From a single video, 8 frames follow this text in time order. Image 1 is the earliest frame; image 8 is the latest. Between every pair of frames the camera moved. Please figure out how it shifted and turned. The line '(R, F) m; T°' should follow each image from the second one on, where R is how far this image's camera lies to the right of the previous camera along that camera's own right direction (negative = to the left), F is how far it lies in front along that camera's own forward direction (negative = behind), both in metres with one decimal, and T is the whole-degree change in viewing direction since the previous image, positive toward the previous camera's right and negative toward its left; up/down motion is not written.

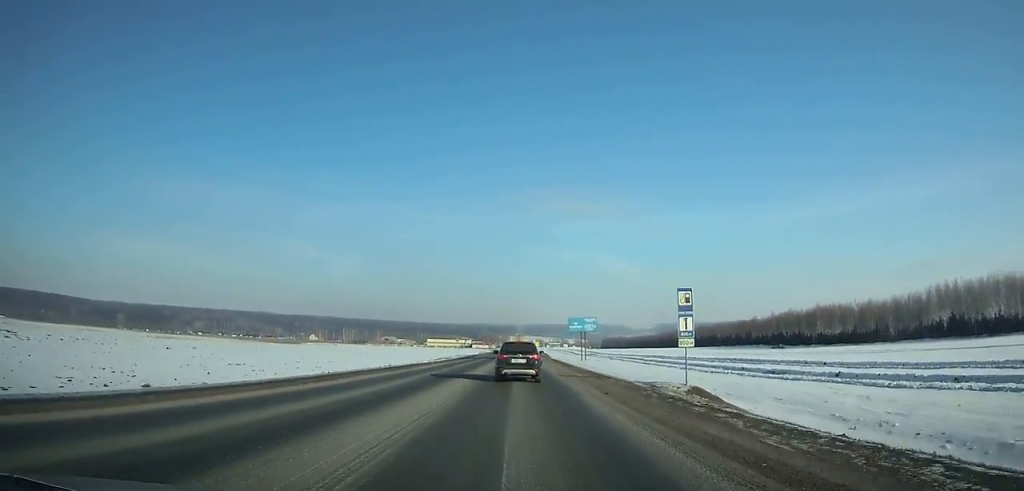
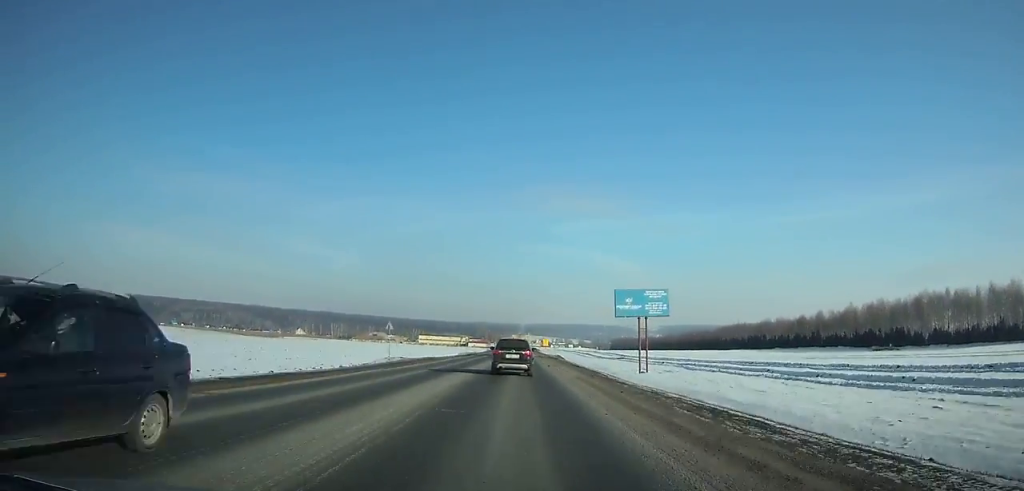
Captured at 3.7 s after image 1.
(-0.2, +62.0) m; 0°
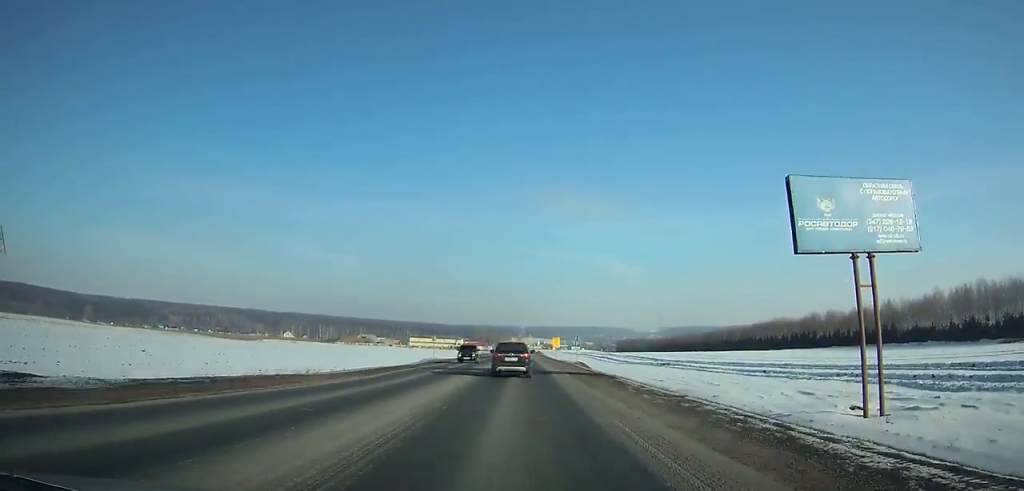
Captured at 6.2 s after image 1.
(0.0, +43.8) m; 0°
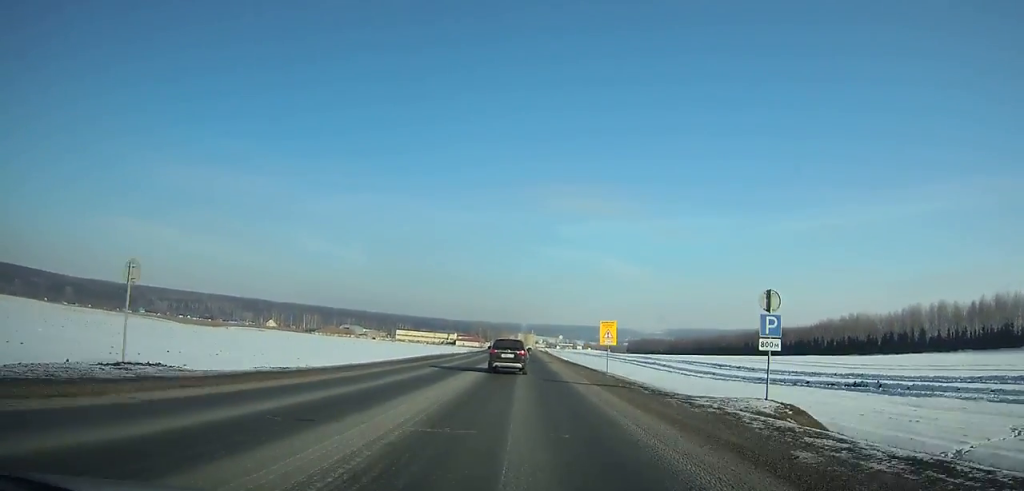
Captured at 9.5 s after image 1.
(0.0, +59.3) m; 0°
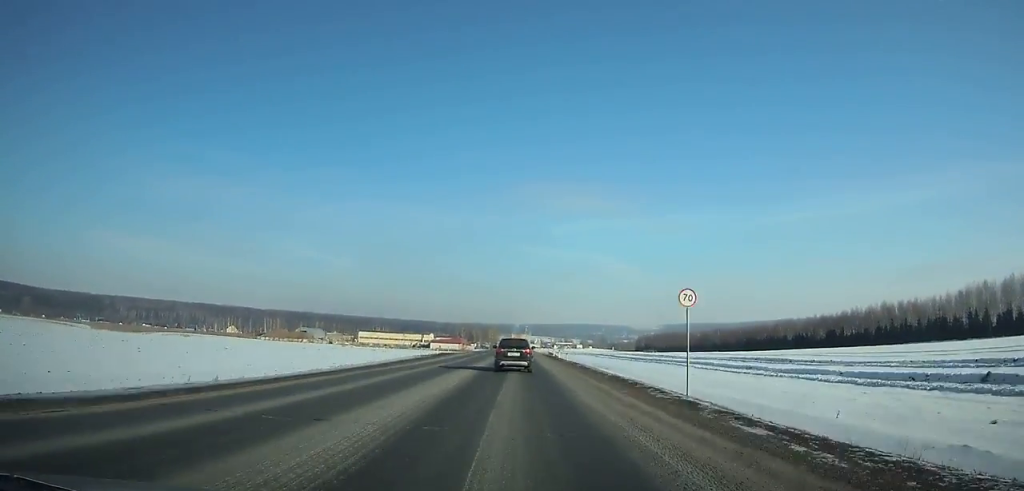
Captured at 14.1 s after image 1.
(+0.2, +83.0) m; 0°
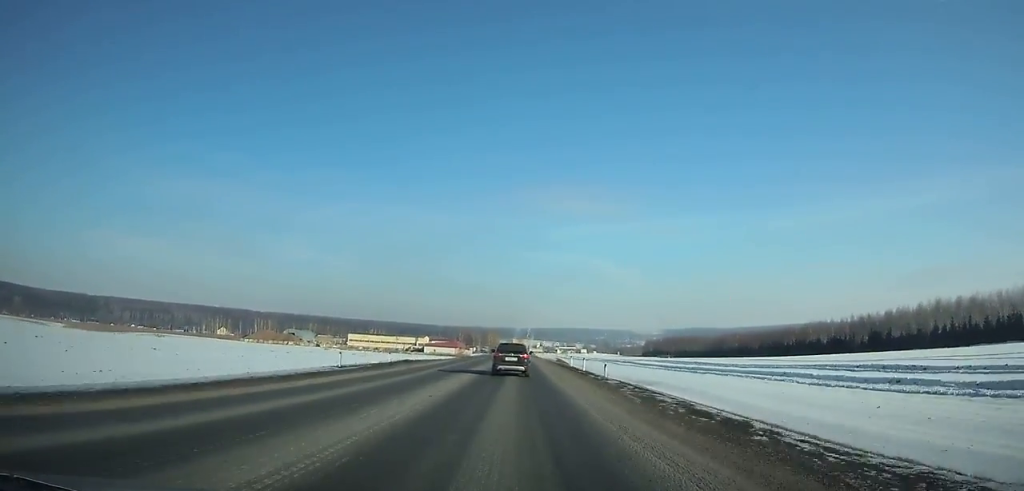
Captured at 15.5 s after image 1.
(0.0, +25.2) m; 0°
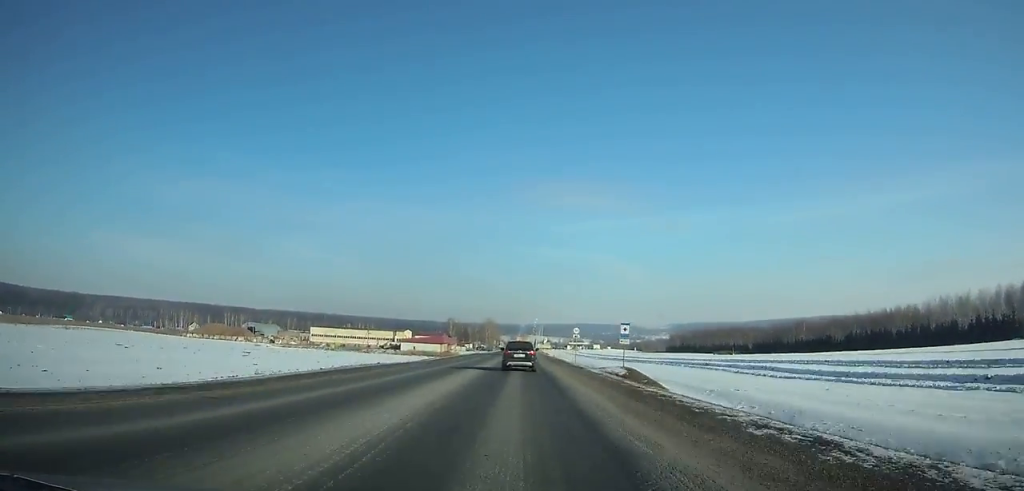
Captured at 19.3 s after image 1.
(-0.1, +68.5) m; 0°
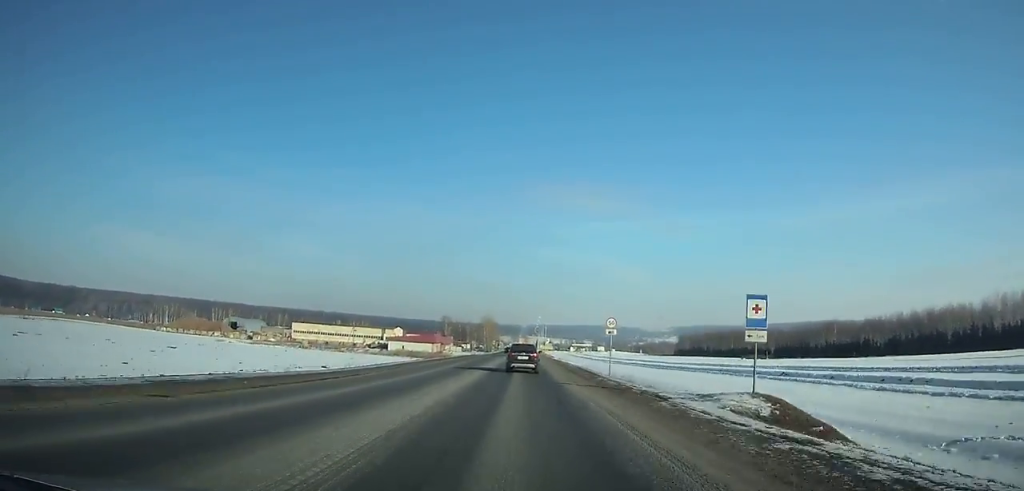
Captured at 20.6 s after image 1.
(0.0, +23.5) m; 0°
